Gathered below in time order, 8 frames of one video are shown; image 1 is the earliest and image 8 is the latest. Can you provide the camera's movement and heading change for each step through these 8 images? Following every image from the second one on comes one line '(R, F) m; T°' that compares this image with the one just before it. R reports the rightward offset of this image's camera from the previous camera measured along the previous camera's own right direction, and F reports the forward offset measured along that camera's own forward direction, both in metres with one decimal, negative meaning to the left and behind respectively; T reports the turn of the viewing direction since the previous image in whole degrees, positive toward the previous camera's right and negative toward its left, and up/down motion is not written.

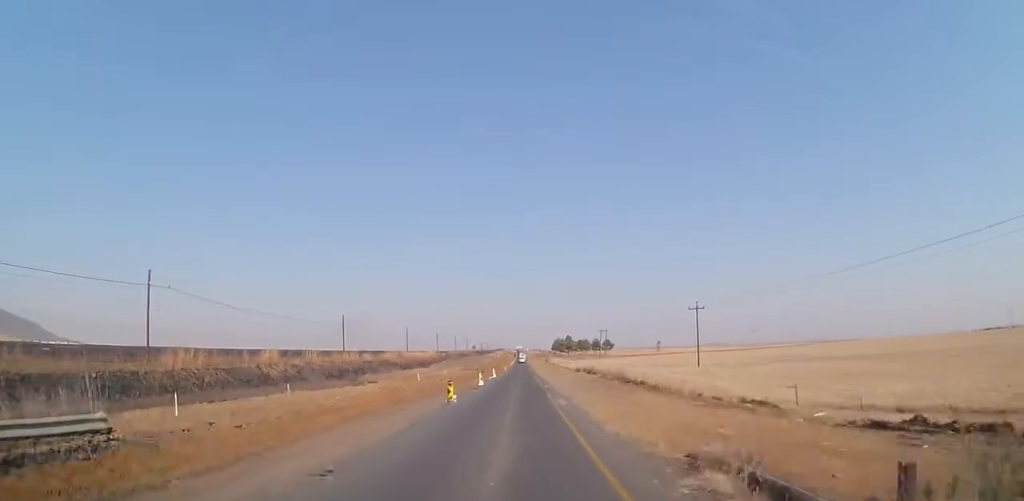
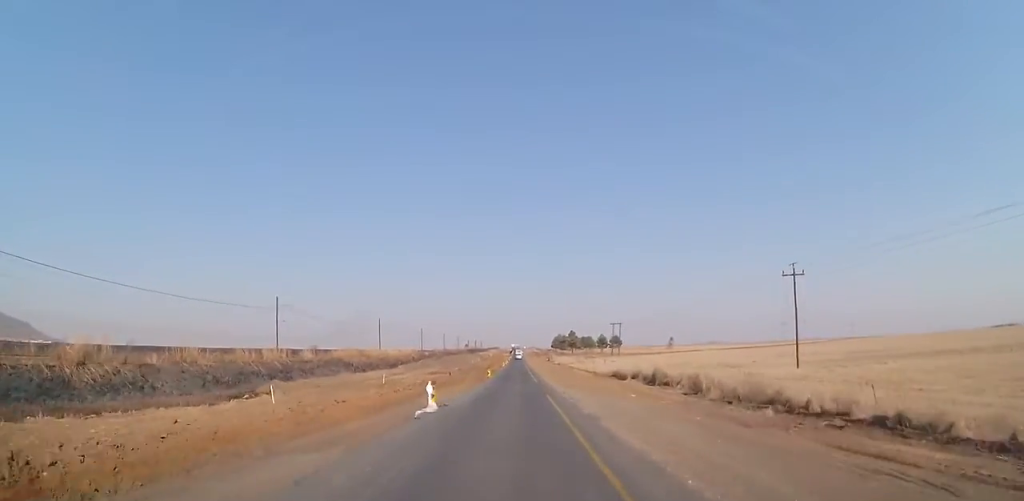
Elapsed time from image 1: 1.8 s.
(+0.8, +32.3) m; +2°
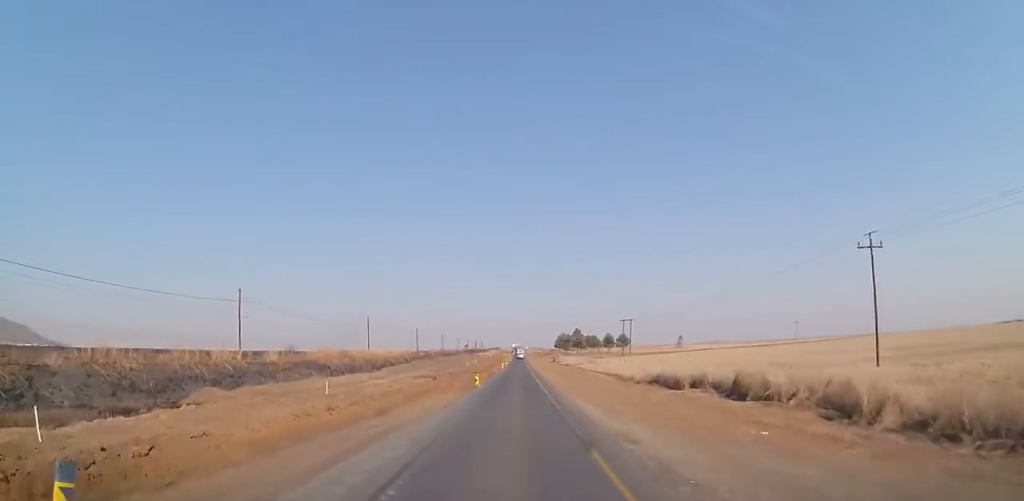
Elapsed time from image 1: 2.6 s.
(+0.1, +13.0) m; 0°
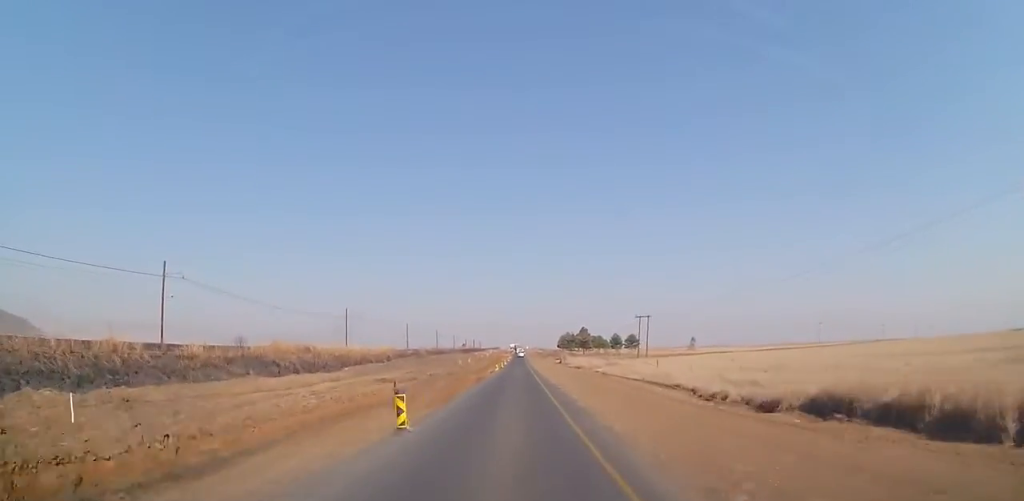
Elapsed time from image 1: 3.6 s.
(-0.4, +18.6) m; -1°
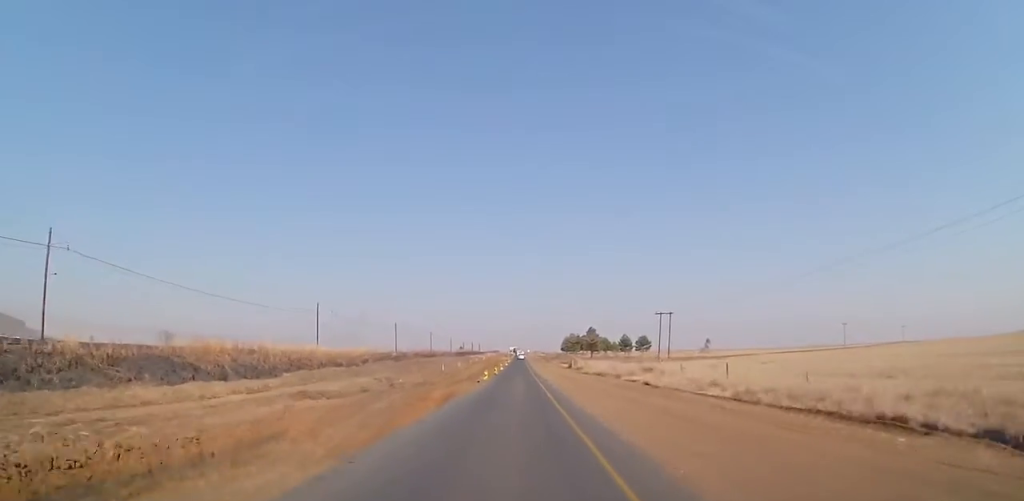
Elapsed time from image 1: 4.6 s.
(+0.1, +18.3) m; +1°
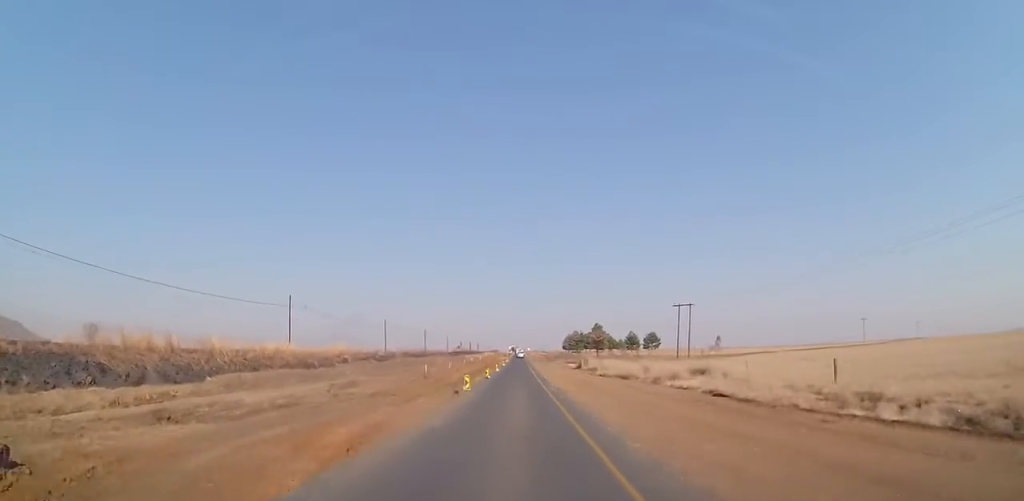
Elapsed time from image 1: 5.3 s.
(+0.1, +13.0) m; 0°
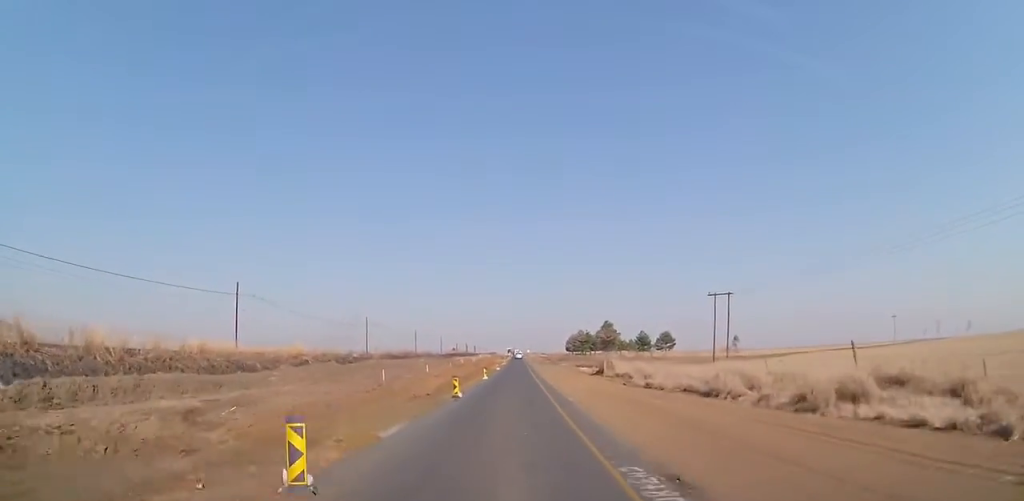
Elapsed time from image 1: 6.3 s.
(0.0, +18.2) m; -1°
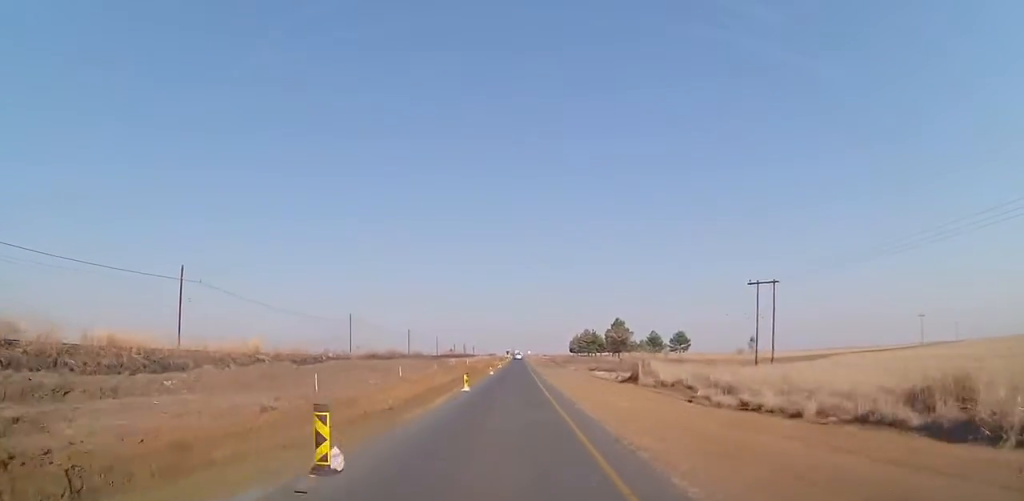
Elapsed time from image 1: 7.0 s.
(-0.2, +14.0) m; -1°
